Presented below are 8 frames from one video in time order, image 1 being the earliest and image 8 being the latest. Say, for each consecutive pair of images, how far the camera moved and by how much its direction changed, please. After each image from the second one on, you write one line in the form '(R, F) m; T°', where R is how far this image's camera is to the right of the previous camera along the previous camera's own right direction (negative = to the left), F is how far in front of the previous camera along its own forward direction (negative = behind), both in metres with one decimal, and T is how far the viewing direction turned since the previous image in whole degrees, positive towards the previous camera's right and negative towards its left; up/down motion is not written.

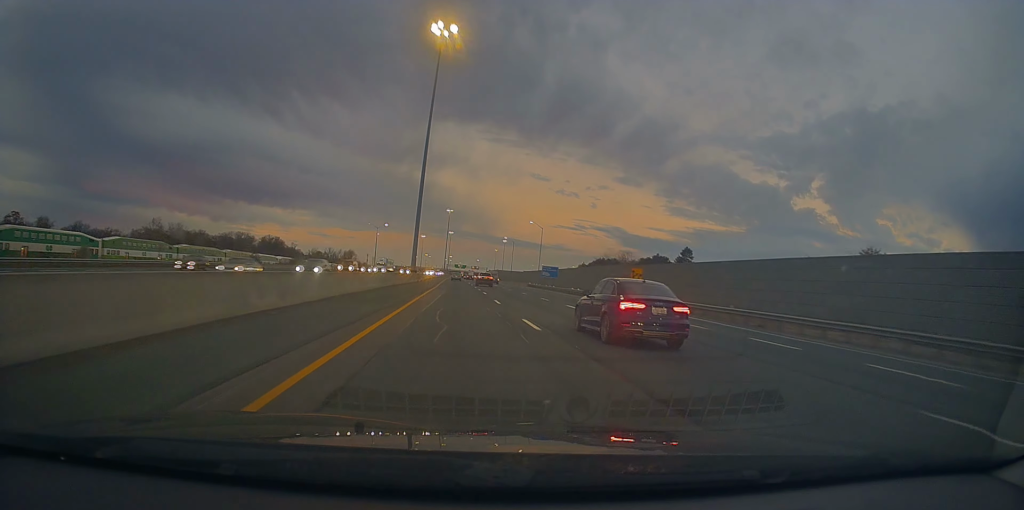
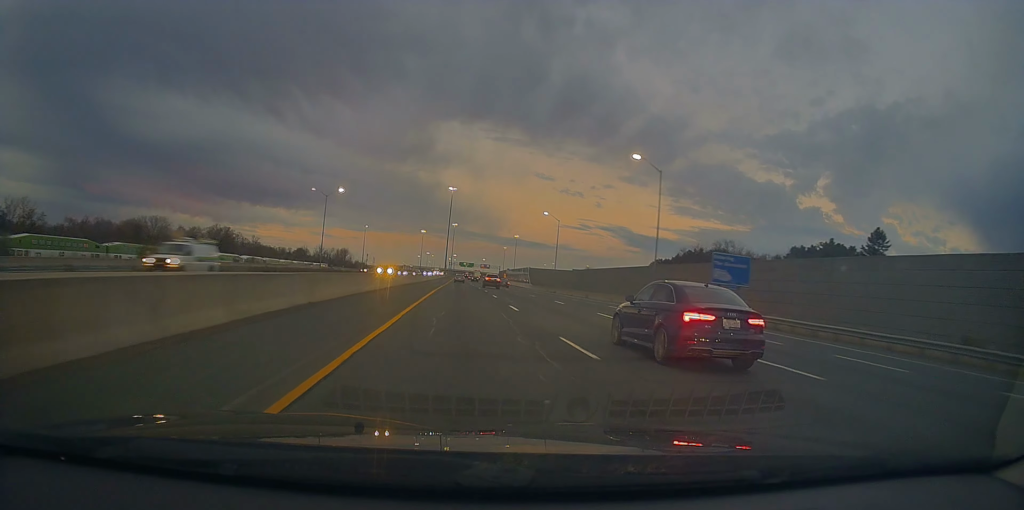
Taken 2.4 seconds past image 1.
(-1.6, +84.0) m; -1°
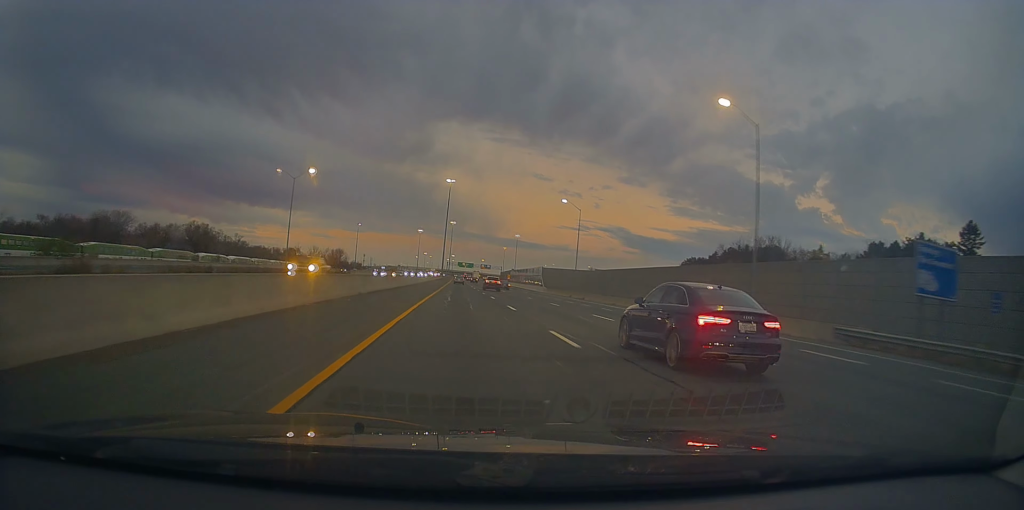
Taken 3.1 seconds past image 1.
(+0.1, +23.3) m; 0°
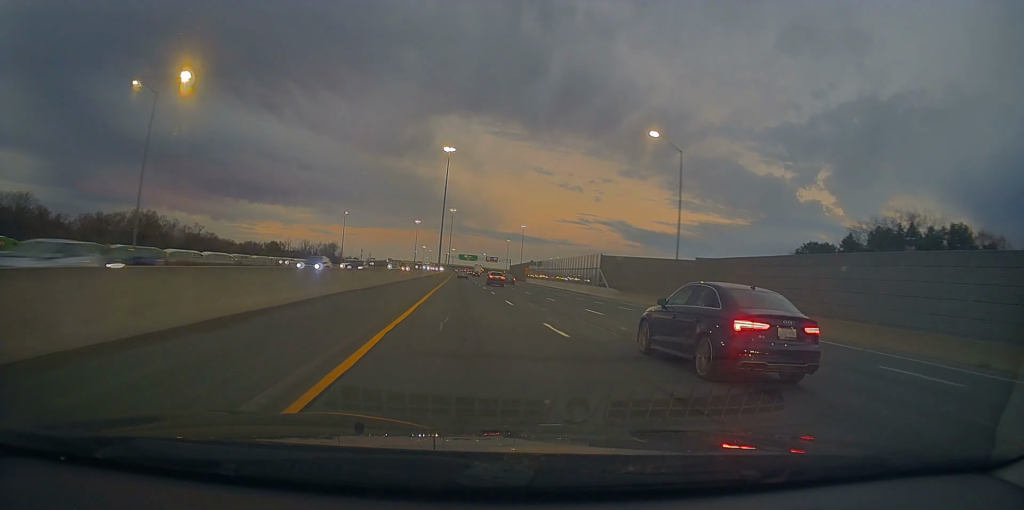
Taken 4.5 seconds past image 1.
(-0.1, +49.2) m; 0°
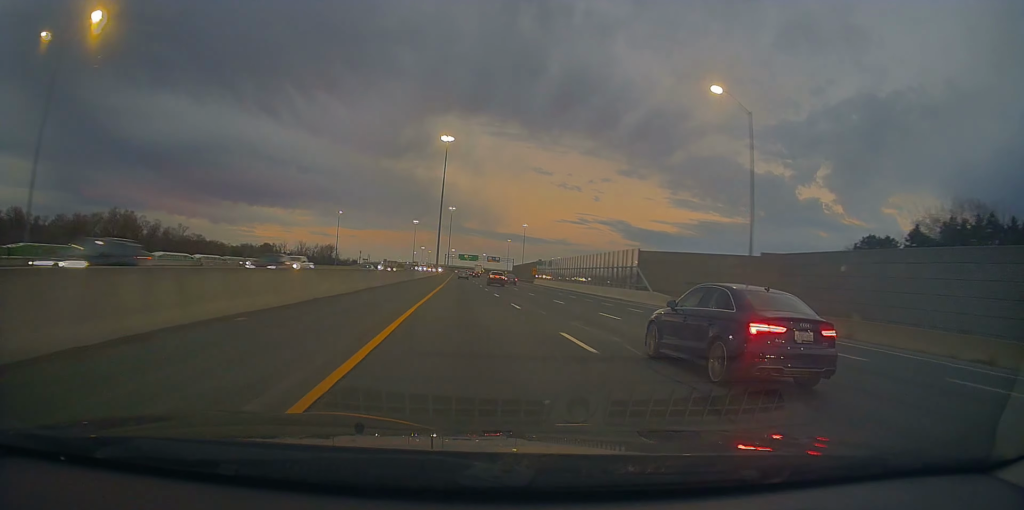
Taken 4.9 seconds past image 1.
(0.0, +16.0) m; 0°
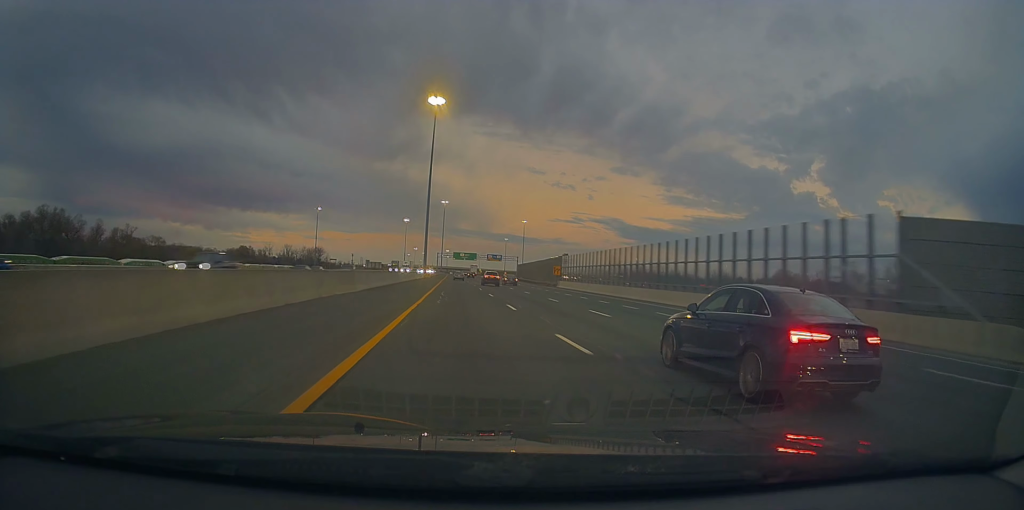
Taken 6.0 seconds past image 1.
(-0.1, +33.8) m; -1°
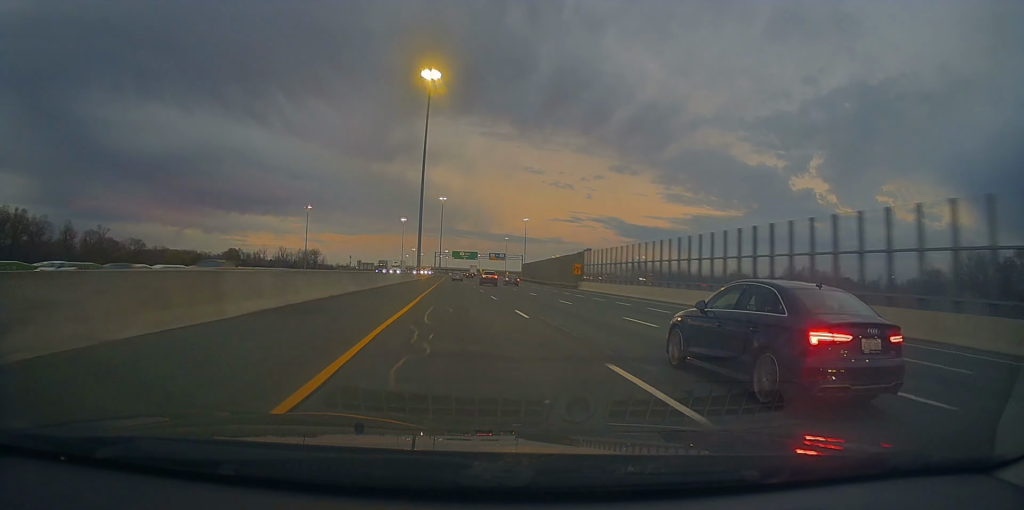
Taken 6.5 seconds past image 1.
(-0.1, +15.4) m; 0°
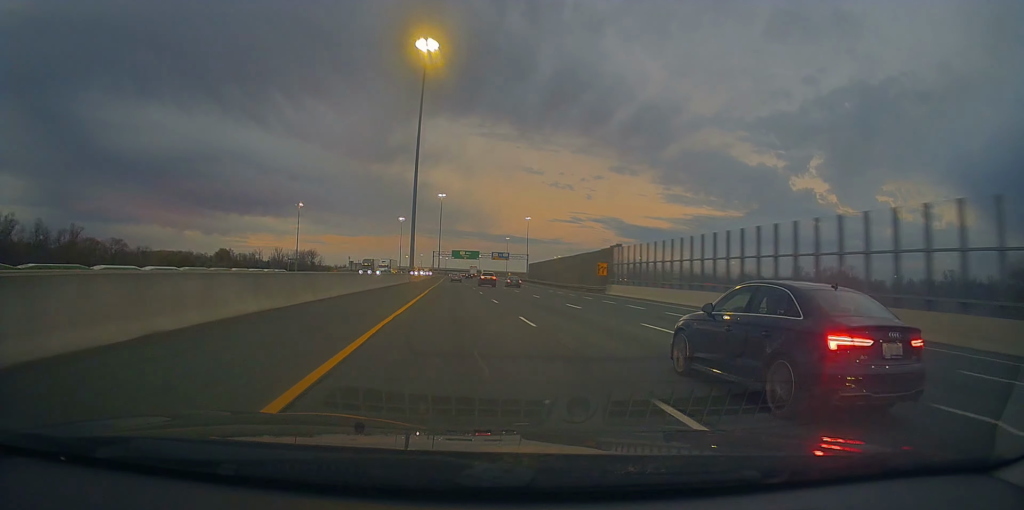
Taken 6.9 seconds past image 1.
(-0.2, +13.3) m; 0°
